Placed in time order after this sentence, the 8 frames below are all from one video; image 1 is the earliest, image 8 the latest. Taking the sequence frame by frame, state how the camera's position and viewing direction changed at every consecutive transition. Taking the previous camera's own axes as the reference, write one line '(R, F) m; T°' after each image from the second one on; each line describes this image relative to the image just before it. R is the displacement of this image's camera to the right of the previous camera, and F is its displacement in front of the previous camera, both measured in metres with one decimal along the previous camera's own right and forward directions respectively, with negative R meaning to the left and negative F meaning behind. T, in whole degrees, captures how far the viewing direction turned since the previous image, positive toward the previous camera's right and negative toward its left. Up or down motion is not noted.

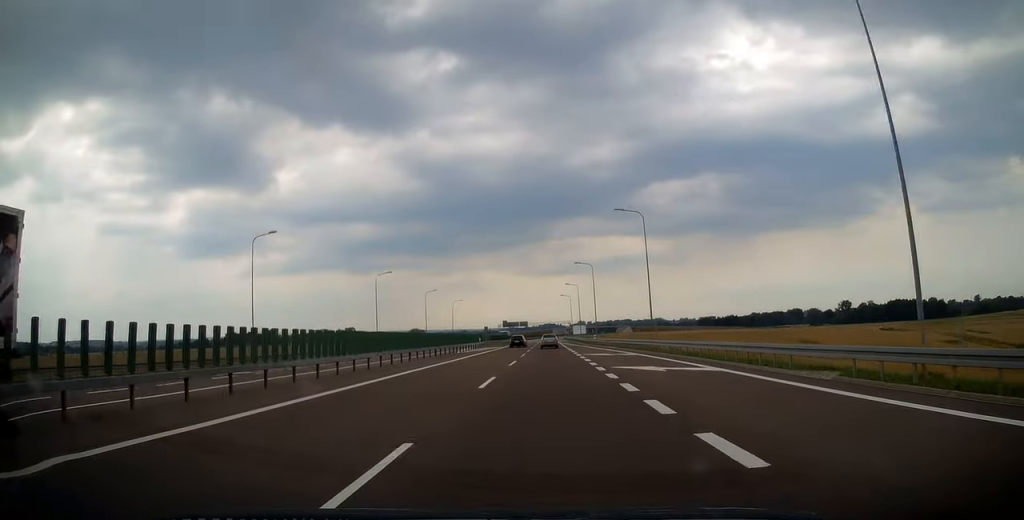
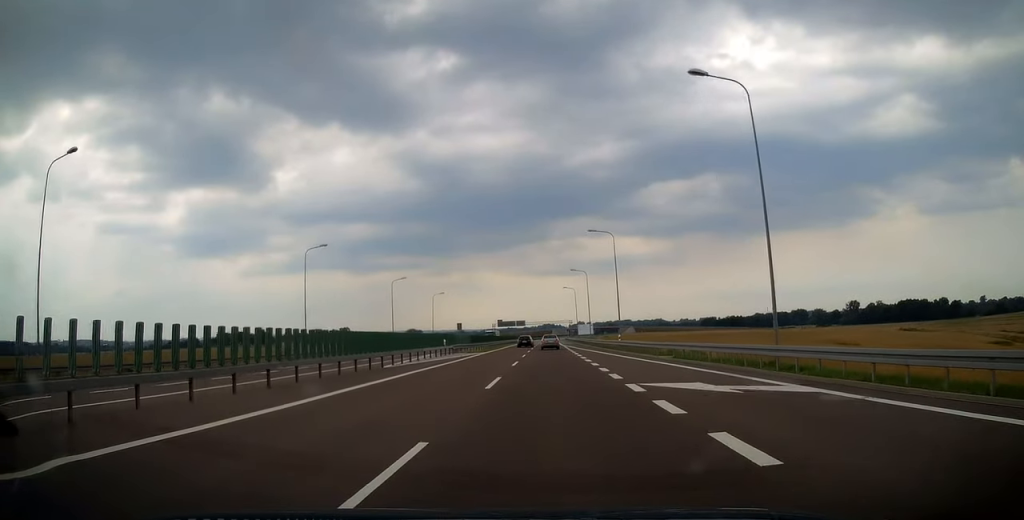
(0.0, +23.8) m; 0°
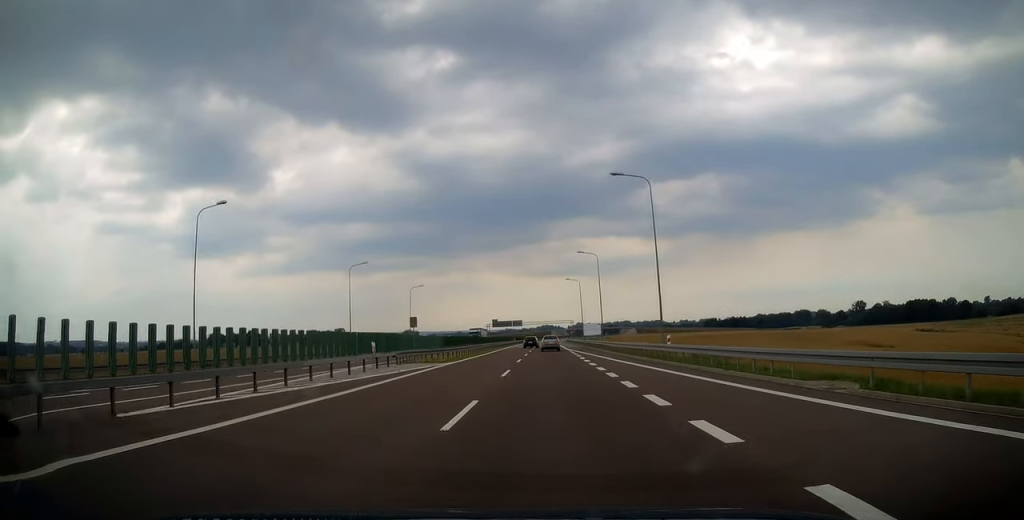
(0.0, +18.7) m; 0°
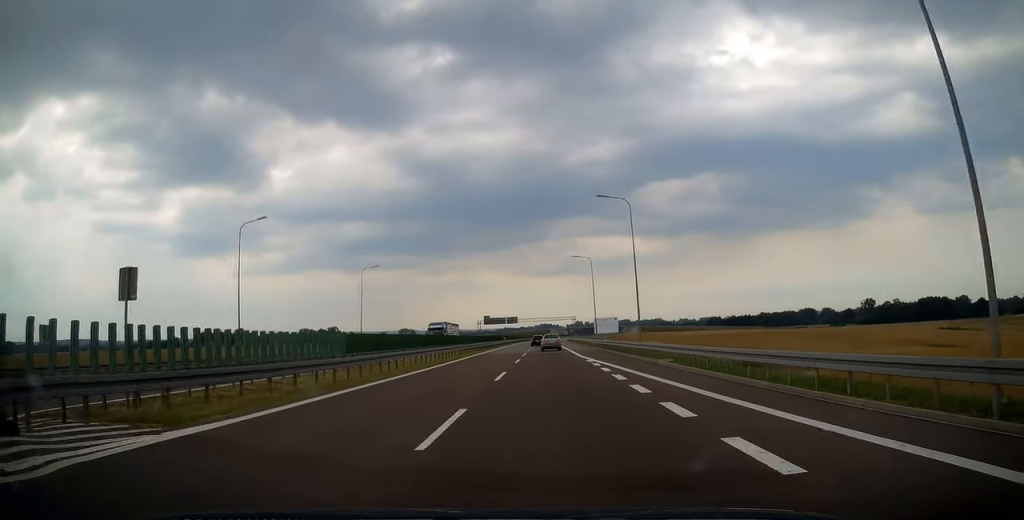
(+0.1, +25.7) m; 0°
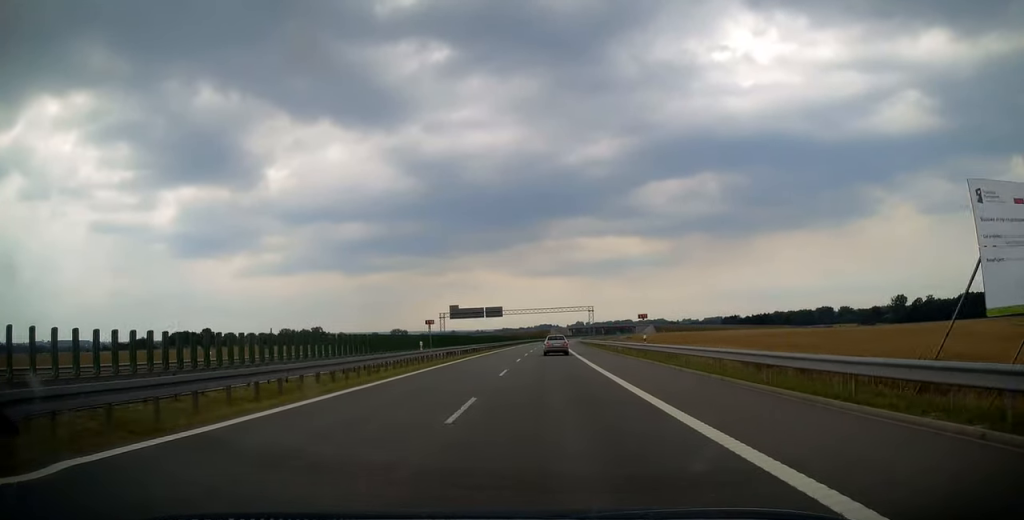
(-0.5, +69.0) m; 0°
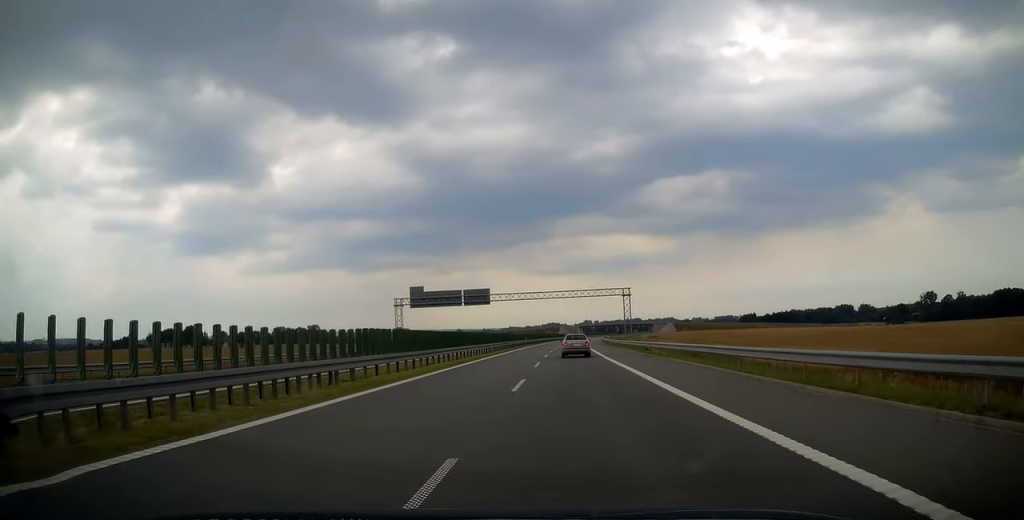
(+0.1, +42.6) m; 0°
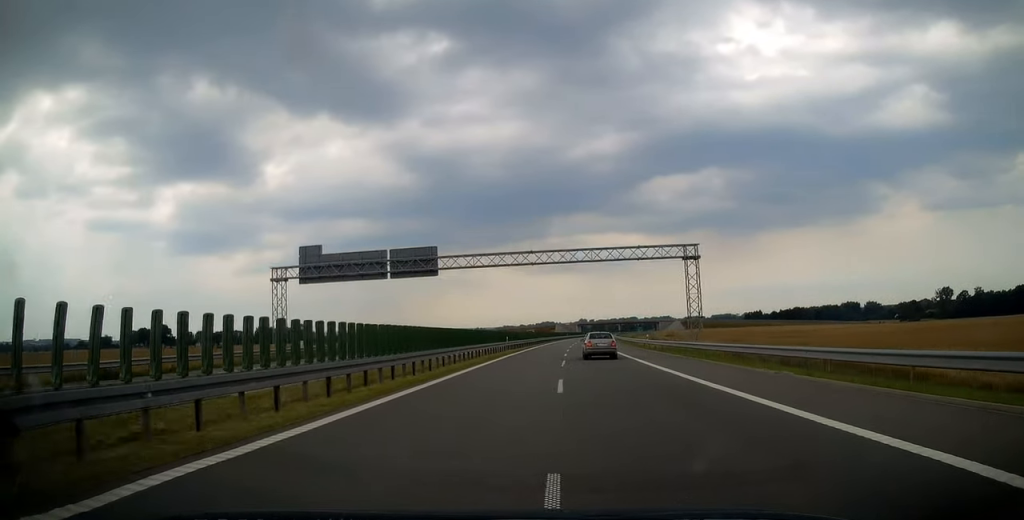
(-0.1, +36.6) m; +1°
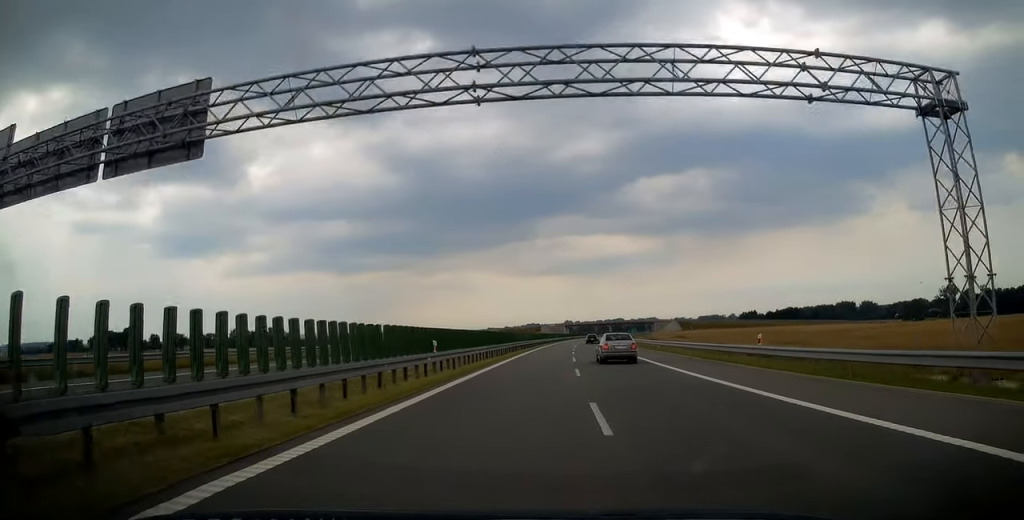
(+0.3, +29.7) m; +1°
